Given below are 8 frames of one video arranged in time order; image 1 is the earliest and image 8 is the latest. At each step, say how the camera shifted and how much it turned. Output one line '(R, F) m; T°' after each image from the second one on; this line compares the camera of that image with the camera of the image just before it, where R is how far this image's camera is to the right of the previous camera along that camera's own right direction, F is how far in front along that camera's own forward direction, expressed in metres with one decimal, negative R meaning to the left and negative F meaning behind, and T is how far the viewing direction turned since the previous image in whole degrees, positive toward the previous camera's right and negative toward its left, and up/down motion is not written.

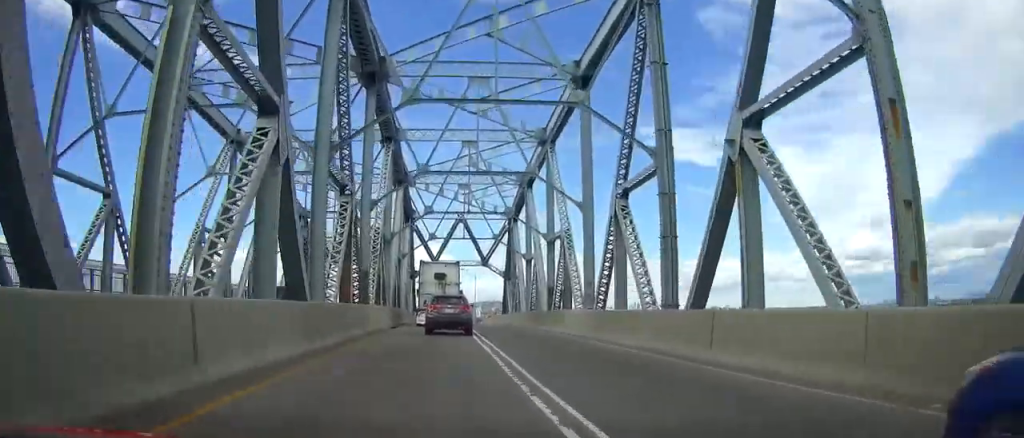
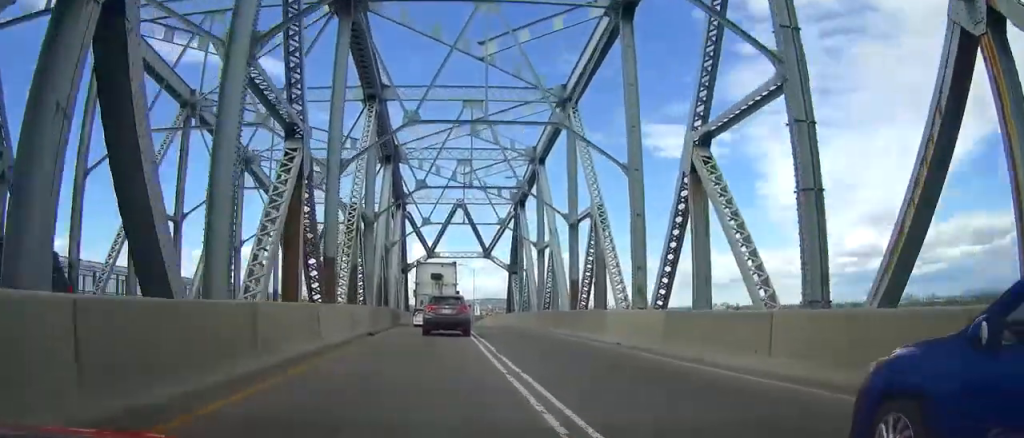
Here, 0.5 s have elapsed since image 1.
(0.0, +8.3) m; 0°
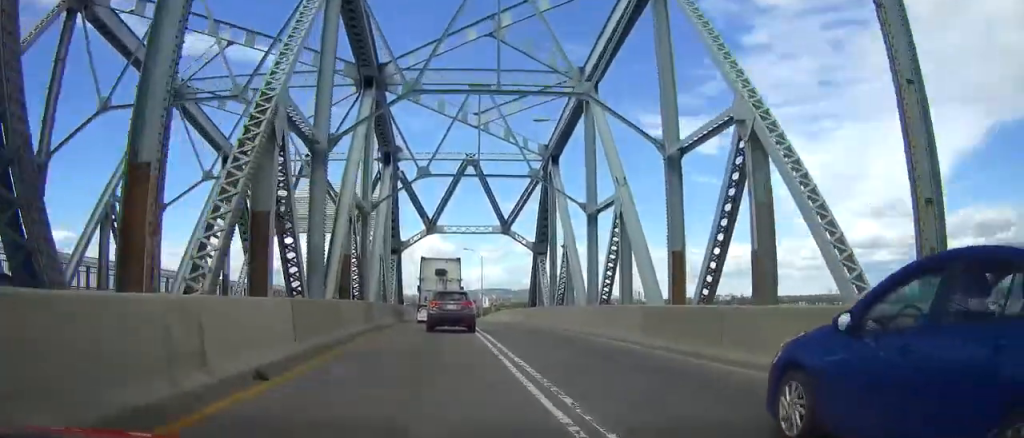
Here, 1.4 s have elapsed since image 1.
(-0.1, +14.2) m; 0°
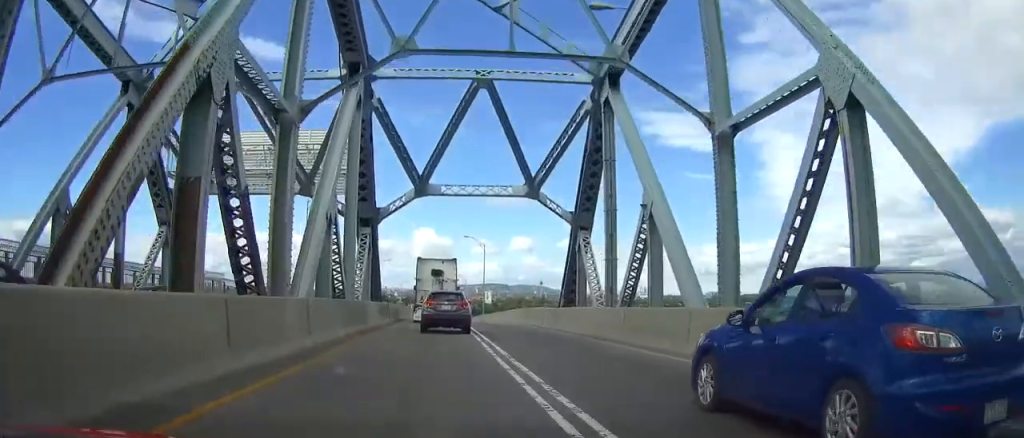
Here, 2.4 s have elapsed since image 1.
(+0.1, +14.9) m; 0°
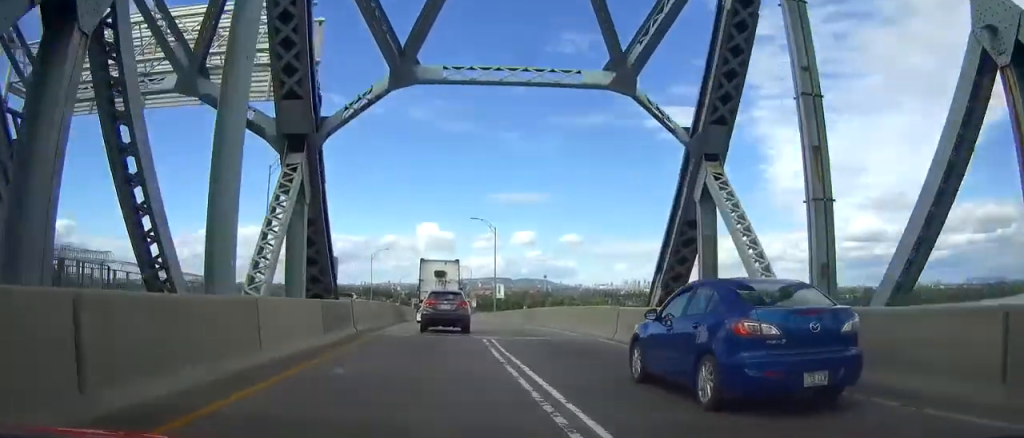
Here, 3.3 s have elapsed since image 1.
(+0.1, +15.5) m; 0°
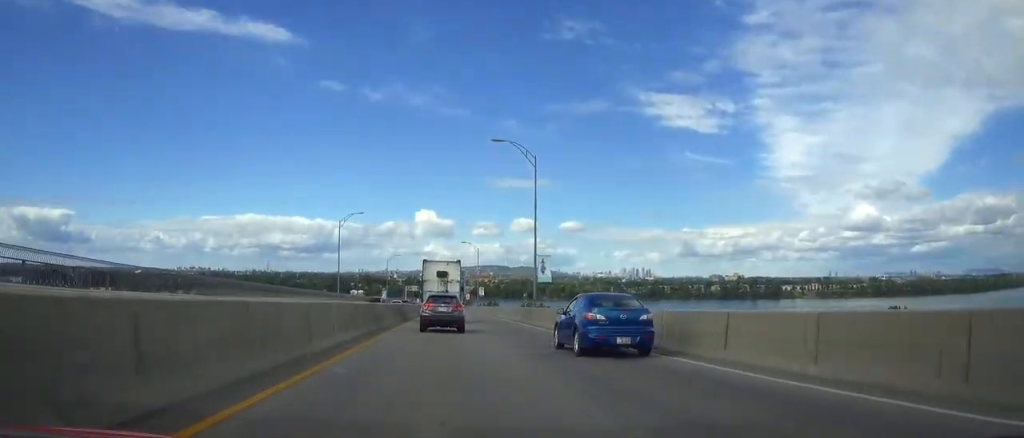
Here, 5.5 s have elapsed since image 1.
(-0.1, +35.7) m; -1°
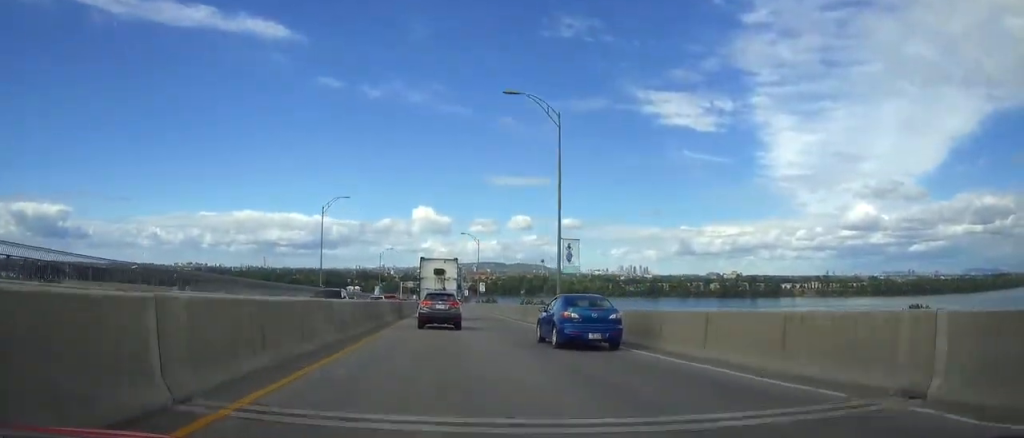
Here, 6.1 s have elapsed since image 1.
(-0.1, +10.1) m; 0°
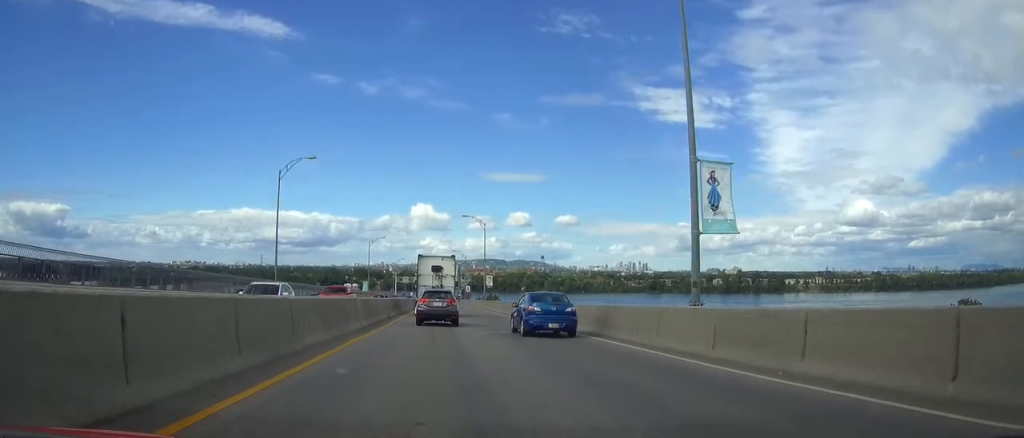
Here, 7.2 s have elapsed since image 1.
(0.0, +18.9) m; 0°
